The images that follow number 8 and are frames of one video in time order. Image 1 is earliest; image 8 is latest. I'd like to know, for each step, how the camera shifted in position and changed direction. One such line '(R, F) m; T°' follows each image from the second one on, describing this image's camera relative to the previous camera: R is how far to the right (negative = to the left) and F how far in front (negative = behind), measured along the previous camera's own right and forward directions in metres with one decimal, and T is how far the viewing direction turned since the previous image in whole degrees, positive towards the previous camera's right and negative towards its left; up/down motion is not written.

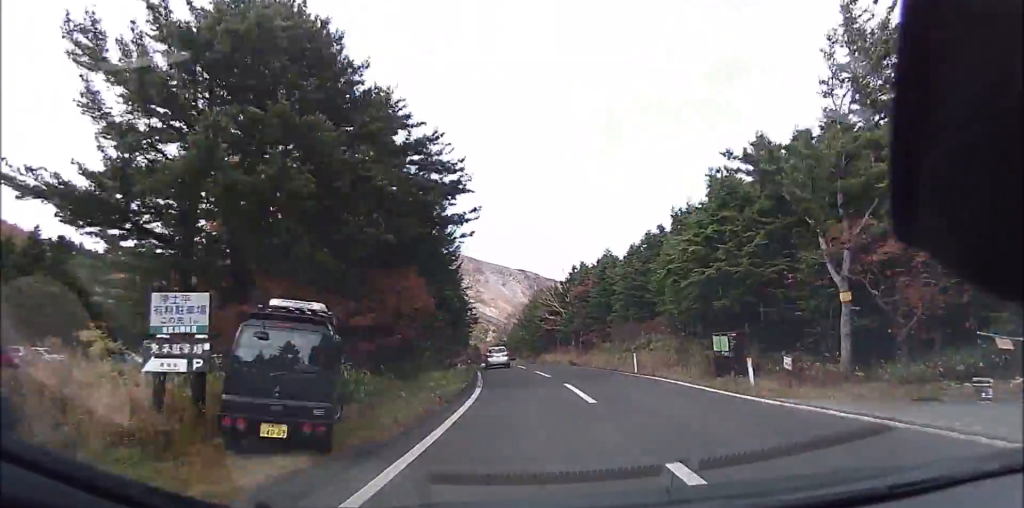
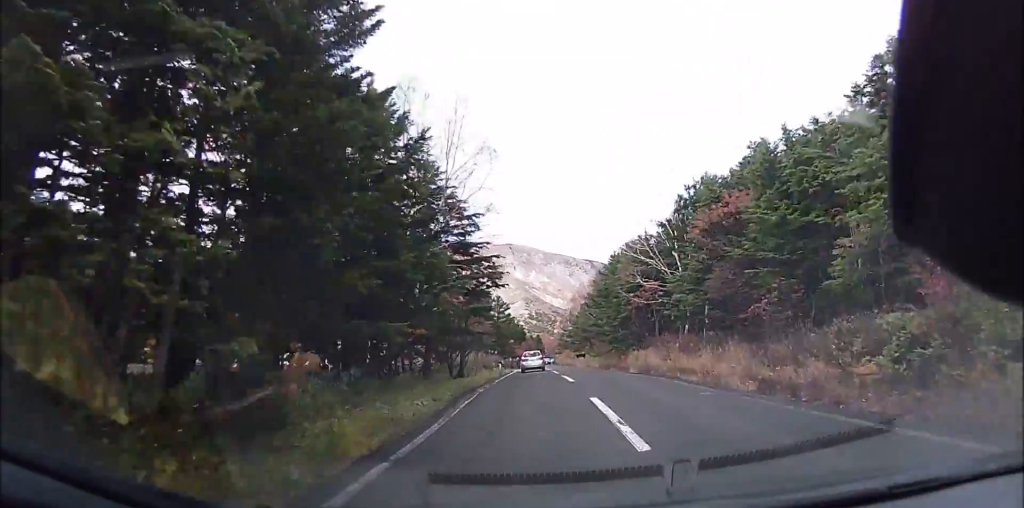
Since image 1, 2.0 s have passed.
(-1.0, +24.2) m; -6°
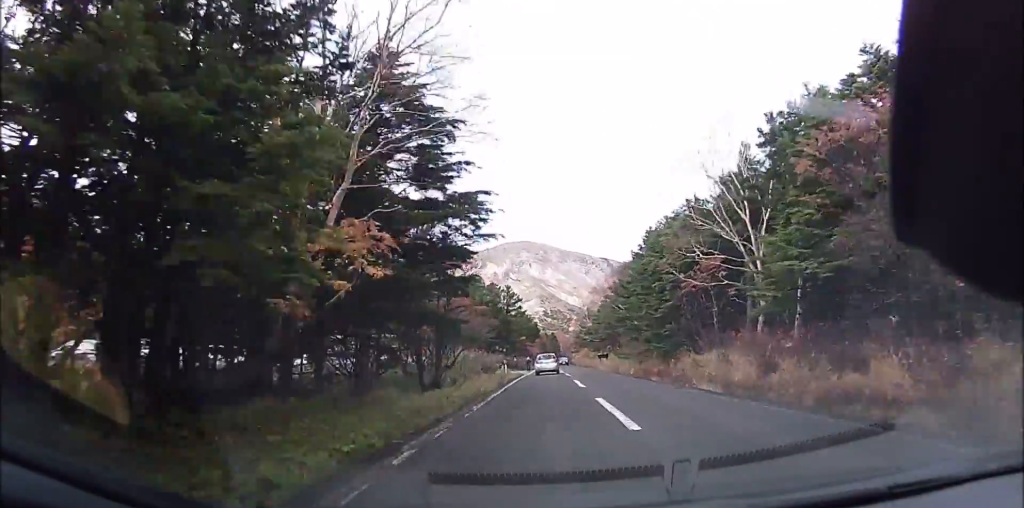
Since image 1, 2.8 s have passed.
(-0.3, +9.0) m; -3°
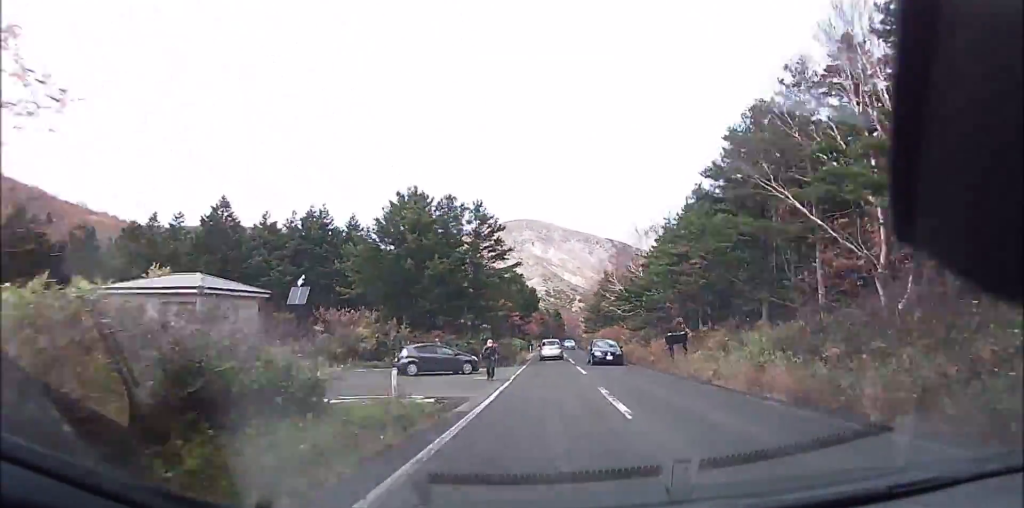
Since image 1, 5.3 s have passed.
(-0.8, +28.5) m; -1°
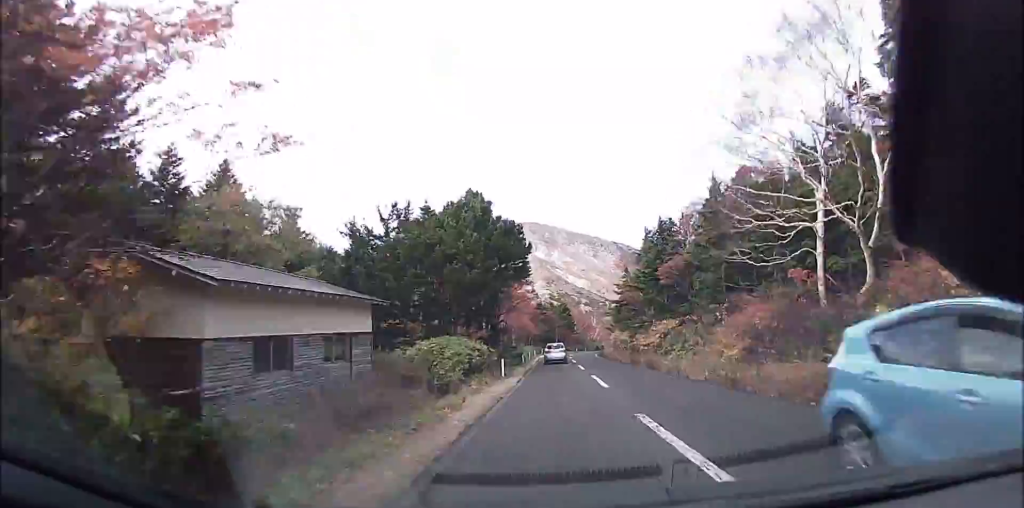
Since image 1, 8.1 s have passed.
(-0.3, +33.1) m; -1°
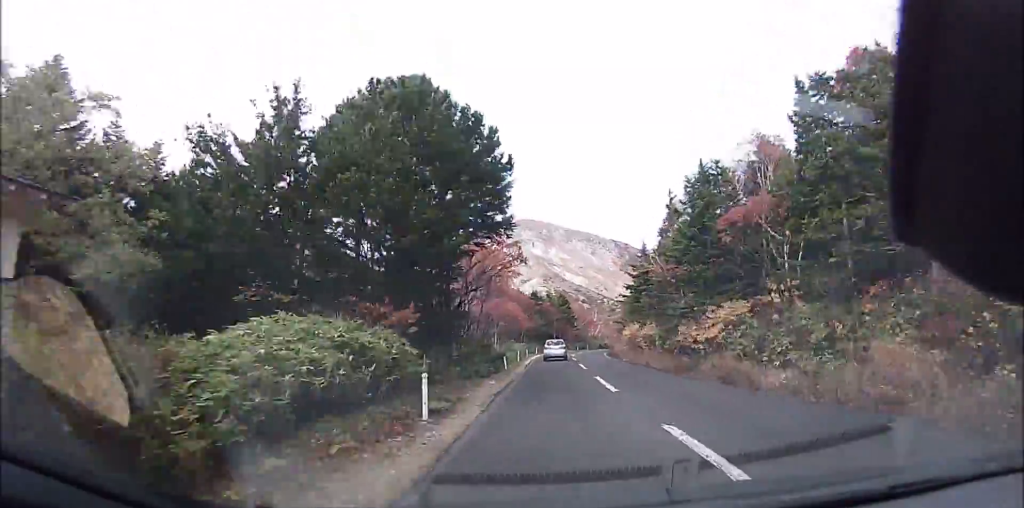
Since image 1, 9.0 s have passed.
(+0.1, +11.7) m; +1°
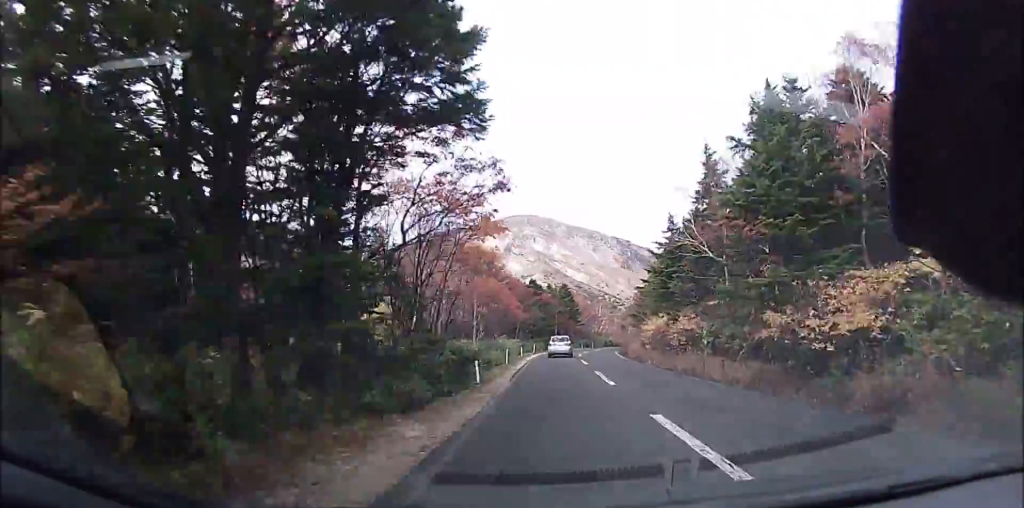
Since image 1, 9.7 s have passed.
(+0.1, +8.8) m; +1°
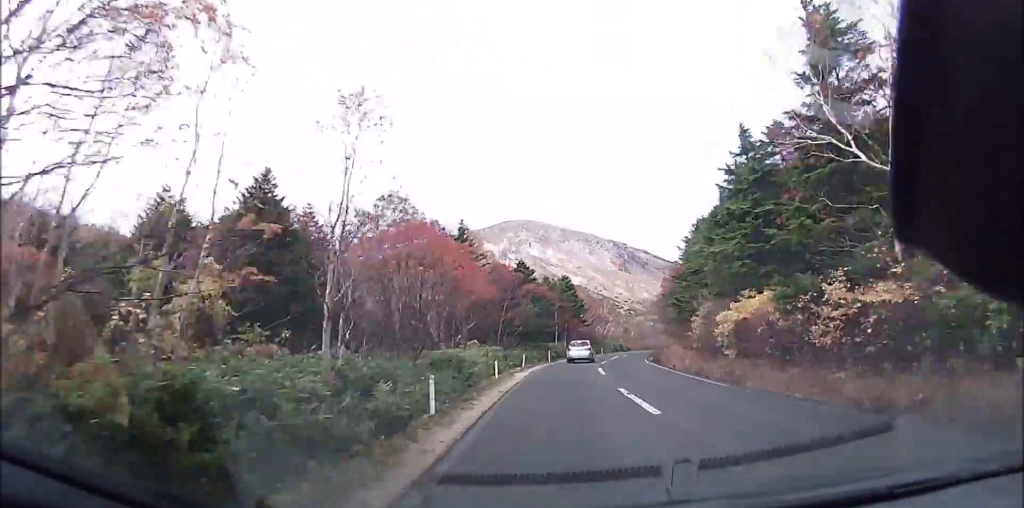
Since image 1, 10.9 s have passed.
(+0.1, +14.5) m; +1°
